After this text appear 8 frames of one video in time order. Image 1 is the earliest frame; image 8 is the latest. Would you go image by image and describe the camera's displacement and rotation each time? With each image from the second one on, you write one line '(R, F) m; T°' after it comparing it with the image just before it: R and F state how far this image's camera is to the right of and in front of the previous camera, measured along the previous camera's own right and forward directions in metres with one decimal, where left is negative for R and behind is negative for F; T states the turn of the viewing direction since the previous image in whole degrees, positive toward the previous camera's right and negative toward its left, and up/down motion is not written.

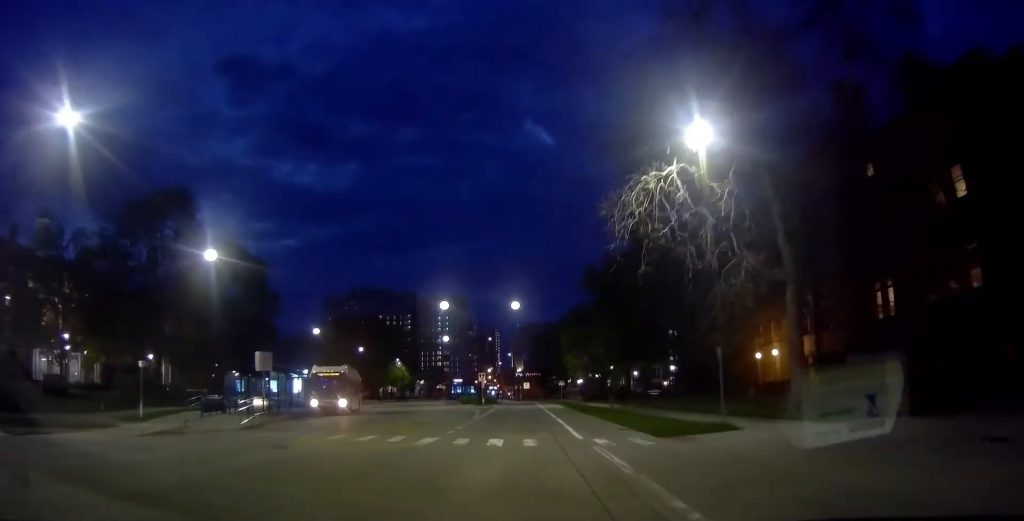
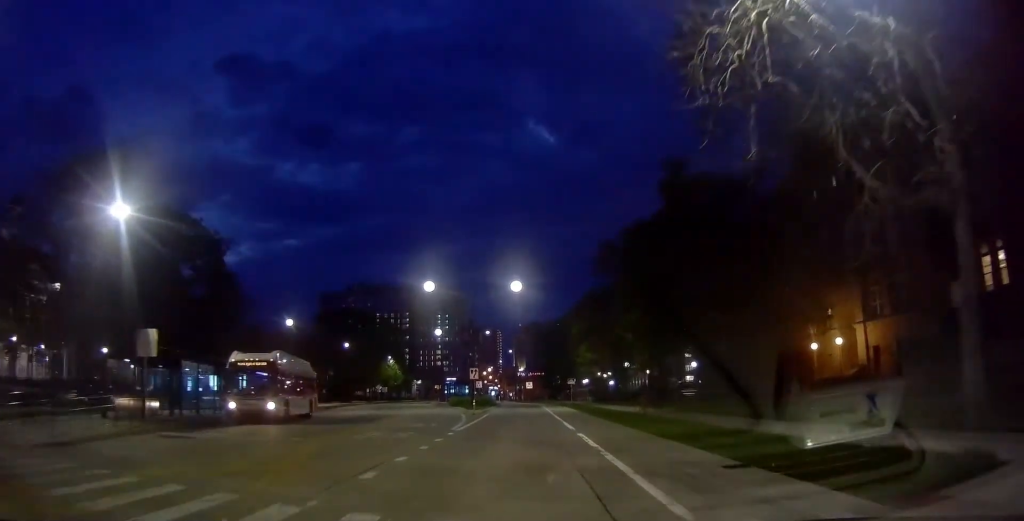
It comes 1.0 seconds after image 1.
(0.0, +10.4) m; 0°
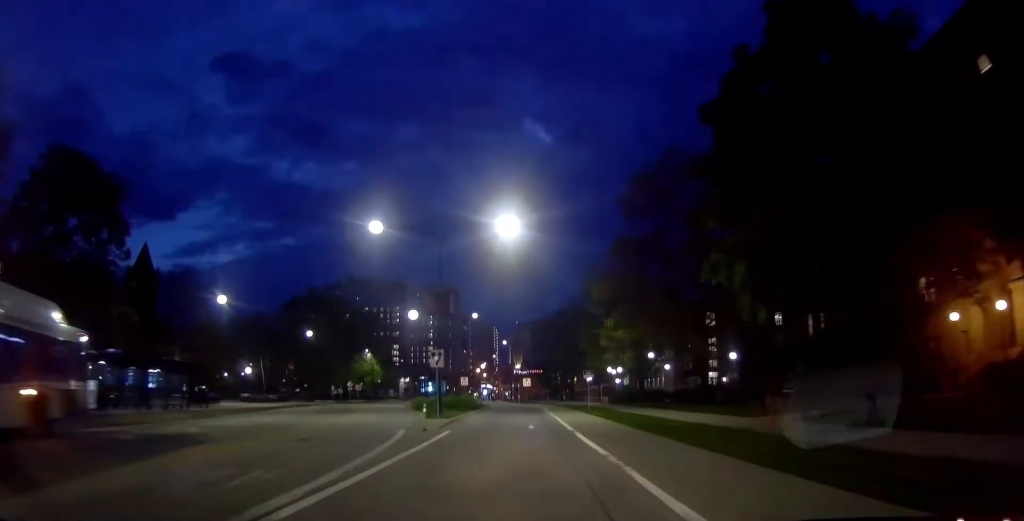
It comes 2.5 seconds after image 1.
(0.0, +16.7) m; 0°
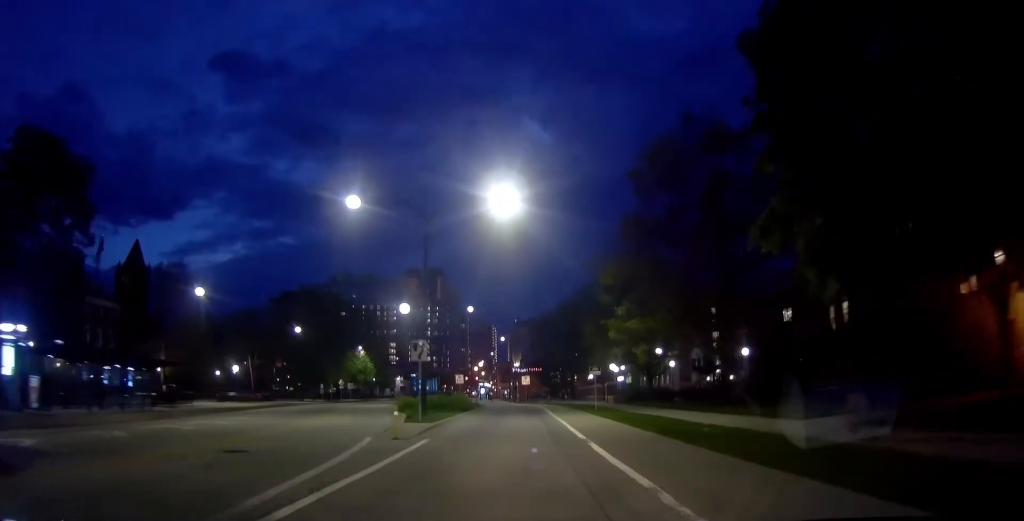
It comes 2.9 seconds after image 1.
(0.0, +4.4) m; 0°
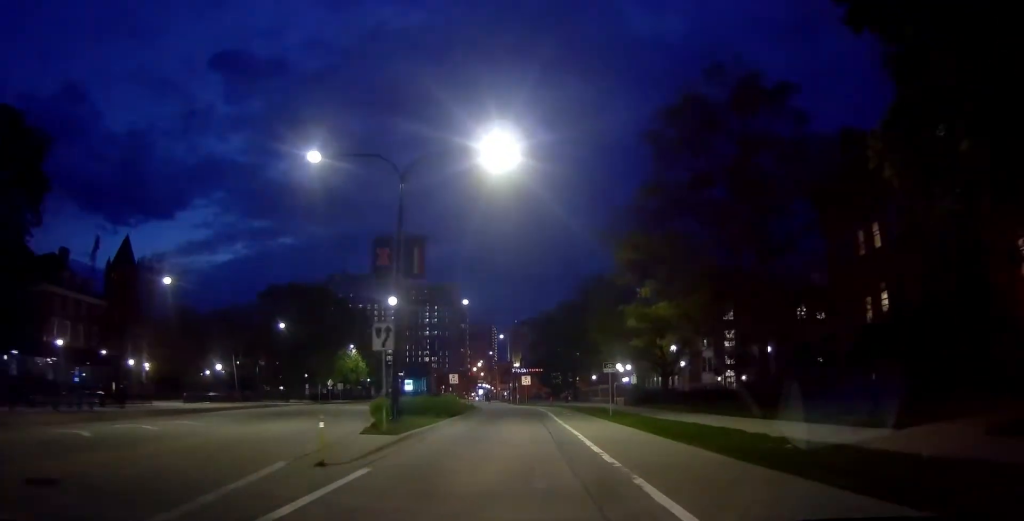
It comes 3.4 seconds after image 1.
(+0.1, +5.1) m; -1°
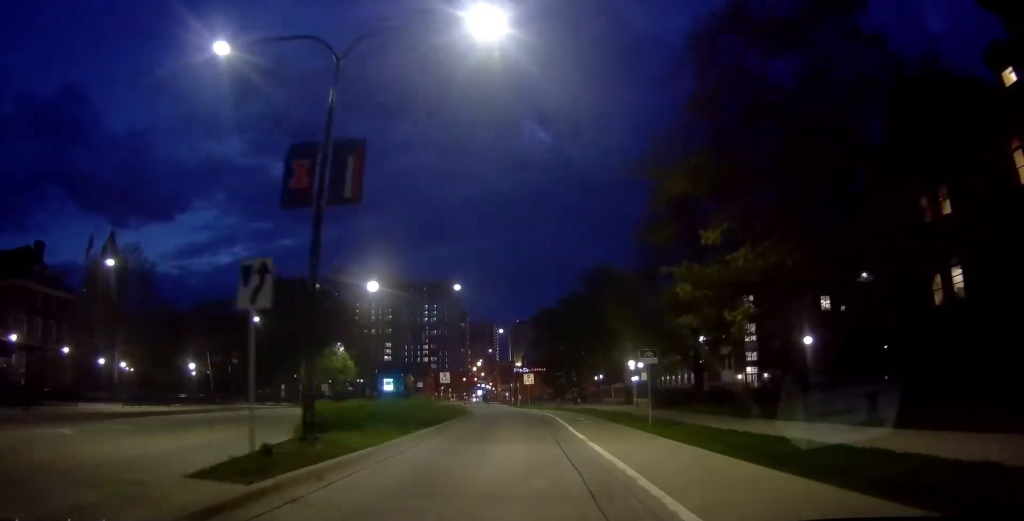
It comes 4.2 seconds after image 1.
(0.0, +8.4) m; -1°
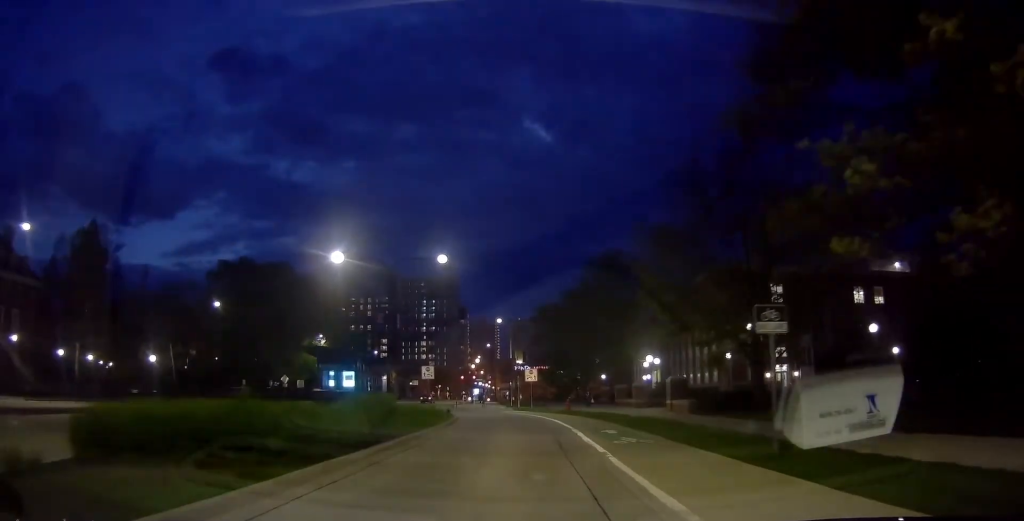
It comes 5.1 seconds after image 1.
(-0.3, +9.8) m; +1°
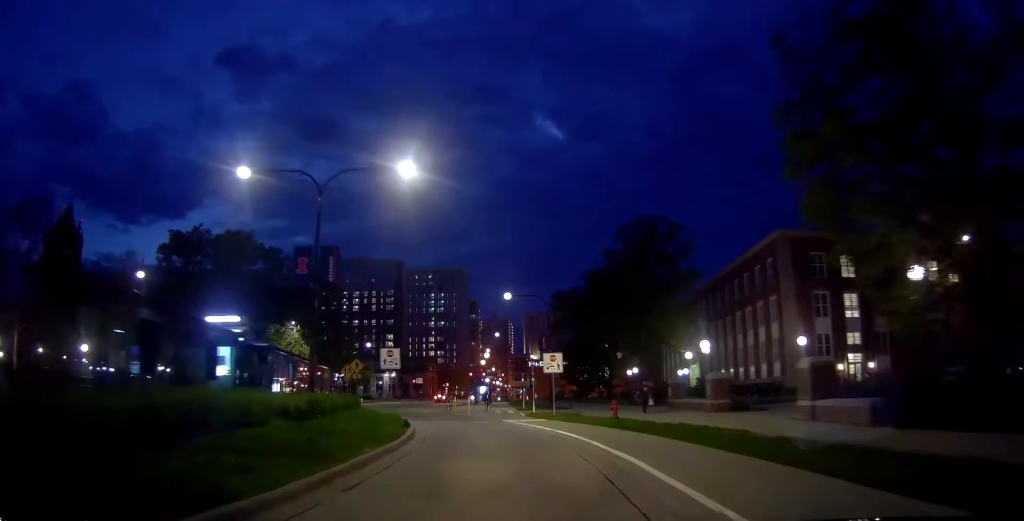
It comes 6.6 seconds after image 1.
(+0.7, +16.3) m; -2°
